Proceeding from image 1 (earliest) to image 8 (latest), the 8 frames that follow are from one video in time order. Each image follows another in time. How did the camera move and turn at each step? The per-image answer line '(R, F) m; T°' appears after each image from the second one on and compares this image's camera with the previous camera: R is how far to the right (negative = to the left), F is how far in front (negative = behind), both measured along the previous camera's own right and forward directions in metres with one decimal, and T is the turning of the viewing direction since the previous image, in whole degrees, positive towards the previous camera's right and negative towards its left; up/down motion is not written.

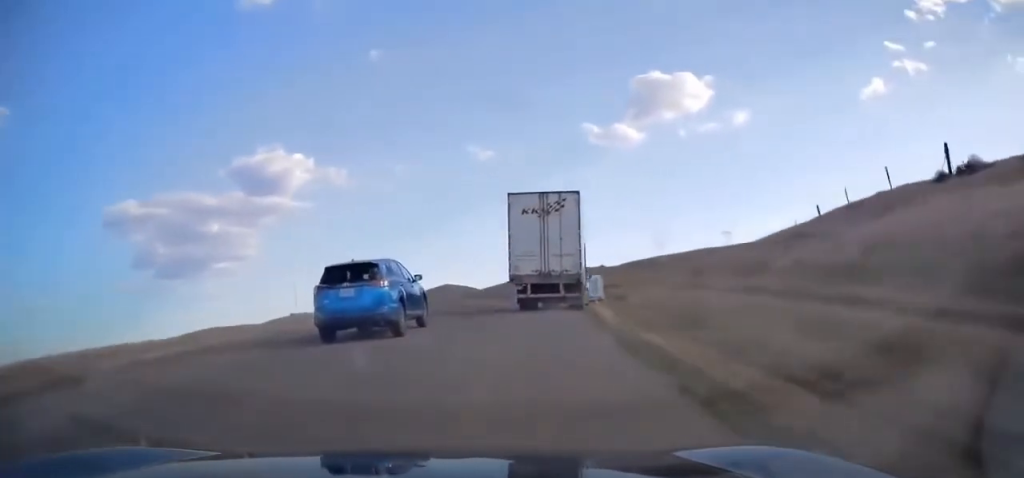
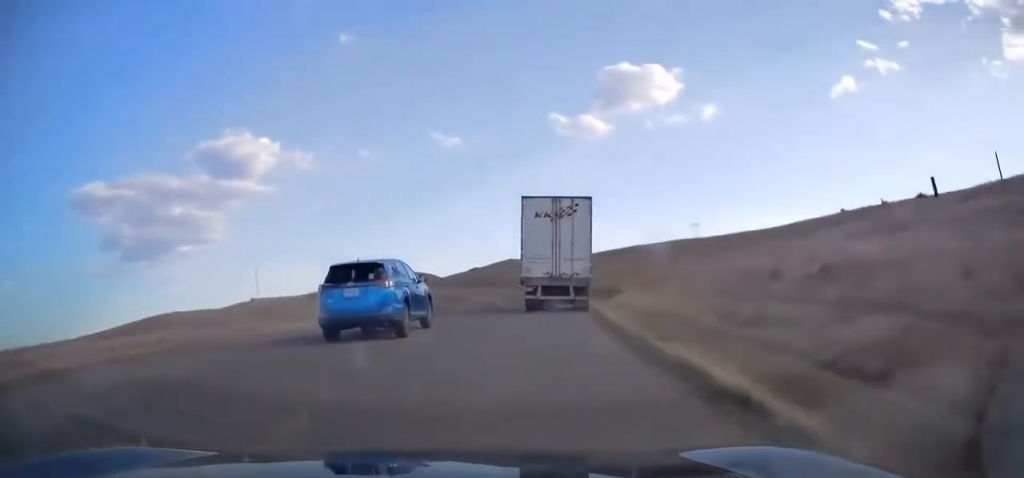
(+0.9, +11.2) m; +3°
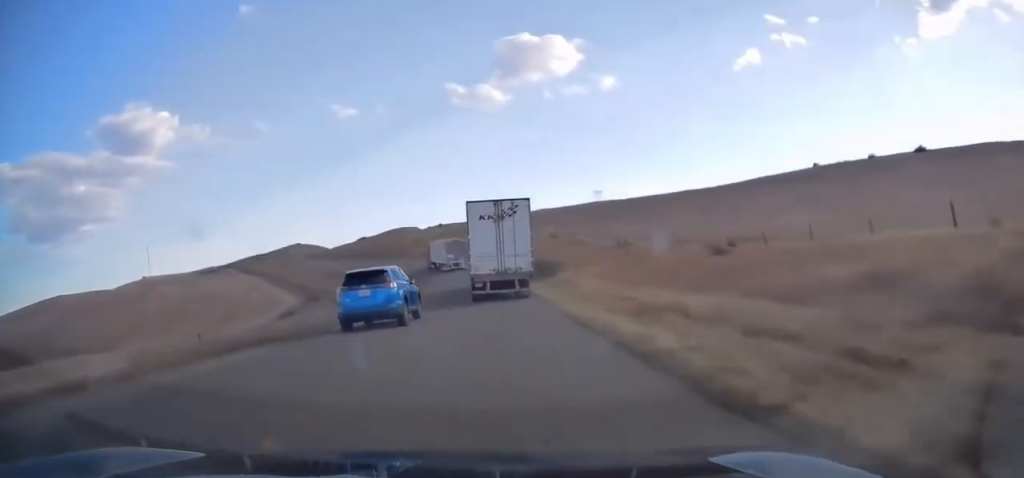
(+2.2, +30.8) m; +9°
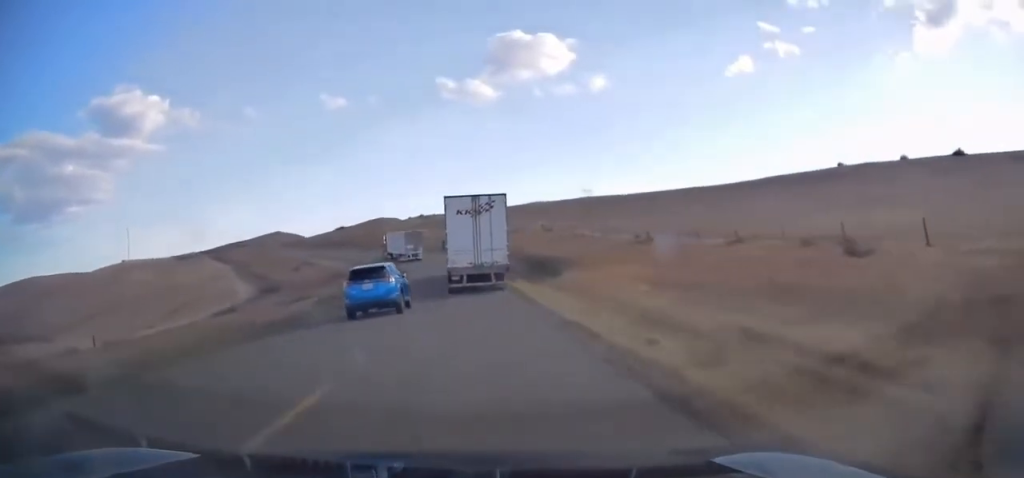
(+0.7, +12.9) m; +3°
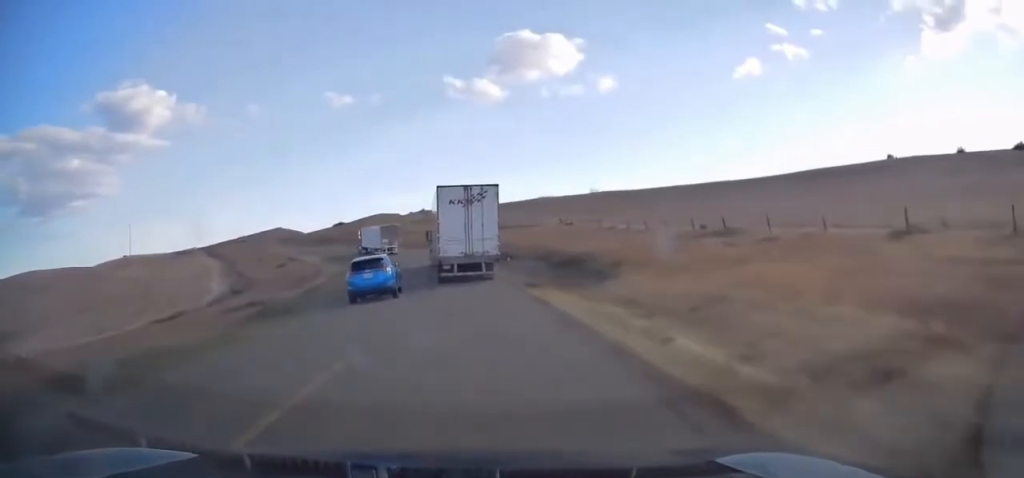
(-0.1, +13.2) m; 0°
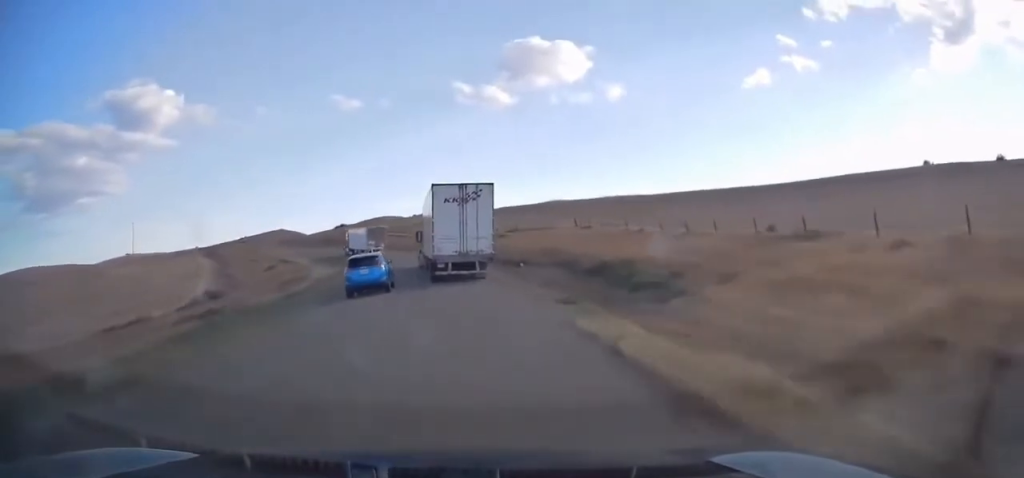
(0.0, +7.3) m; -1°
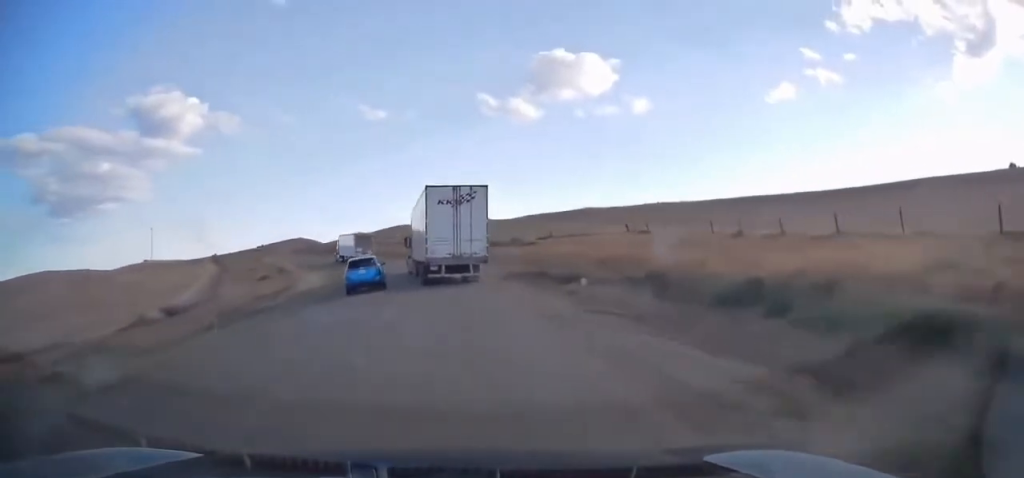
(+0.1, +13.5) m; -2°
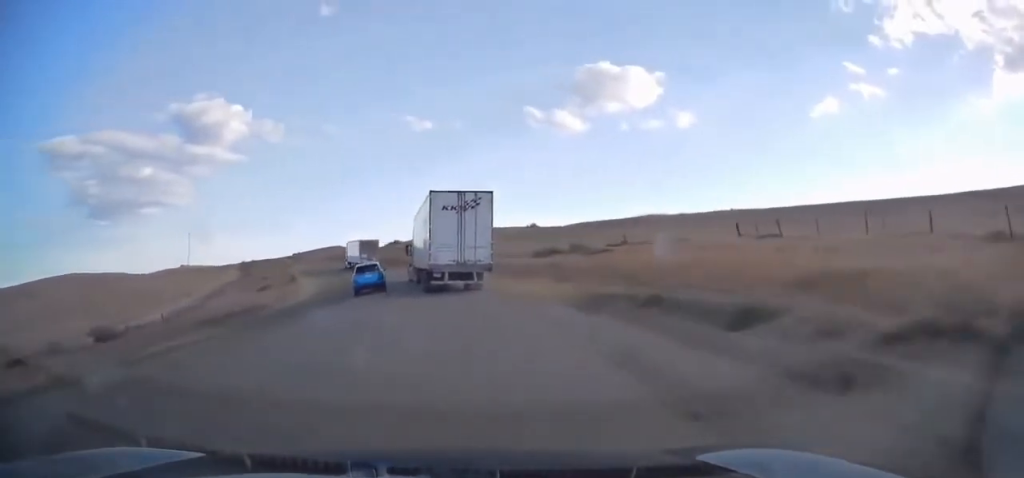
(-0.6, +15.5) m; -5°
